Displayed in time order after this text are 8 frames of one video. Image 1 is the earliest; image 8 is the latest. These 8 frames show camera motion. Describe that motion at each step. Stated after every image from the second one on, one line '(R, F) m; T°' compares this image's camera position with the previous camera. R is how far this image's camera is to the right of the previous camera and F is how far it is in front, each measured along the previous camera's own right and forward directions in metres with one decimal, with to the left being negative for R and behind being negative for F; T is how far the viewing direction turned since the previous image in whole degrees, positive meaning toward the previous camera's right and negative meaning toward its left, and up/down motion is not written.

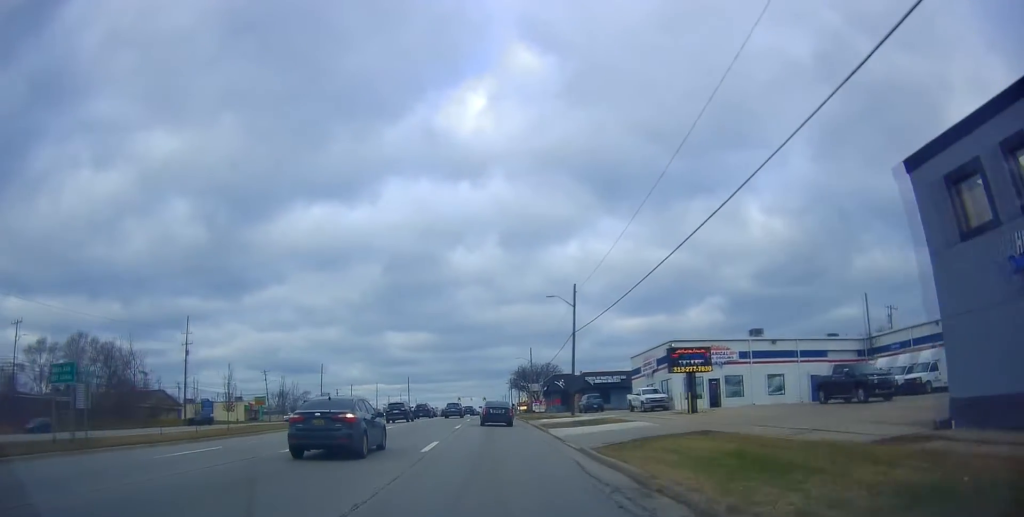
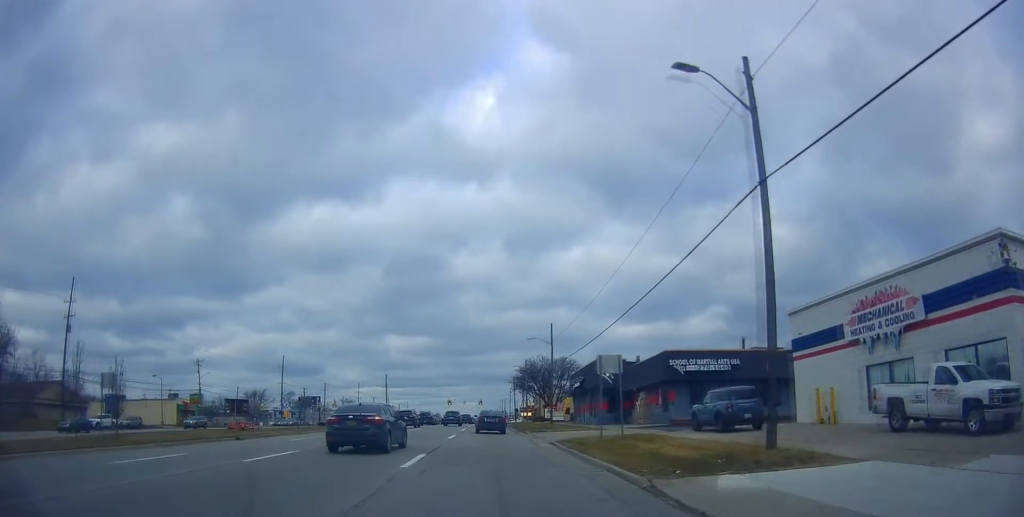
(-0.7, +33.1) m; -1°
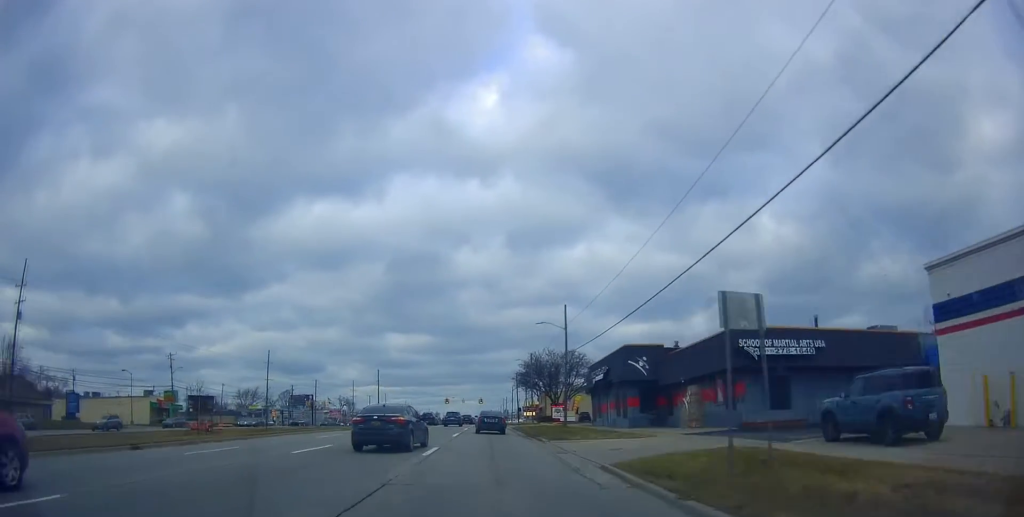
(+0.3, +10.6) m; 0°
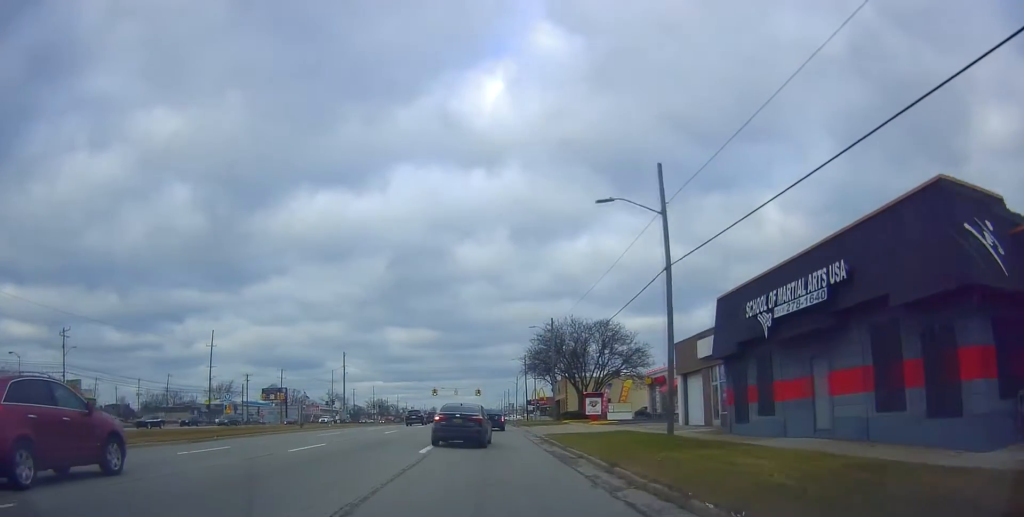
(-0.2, +29.6) m; +1°
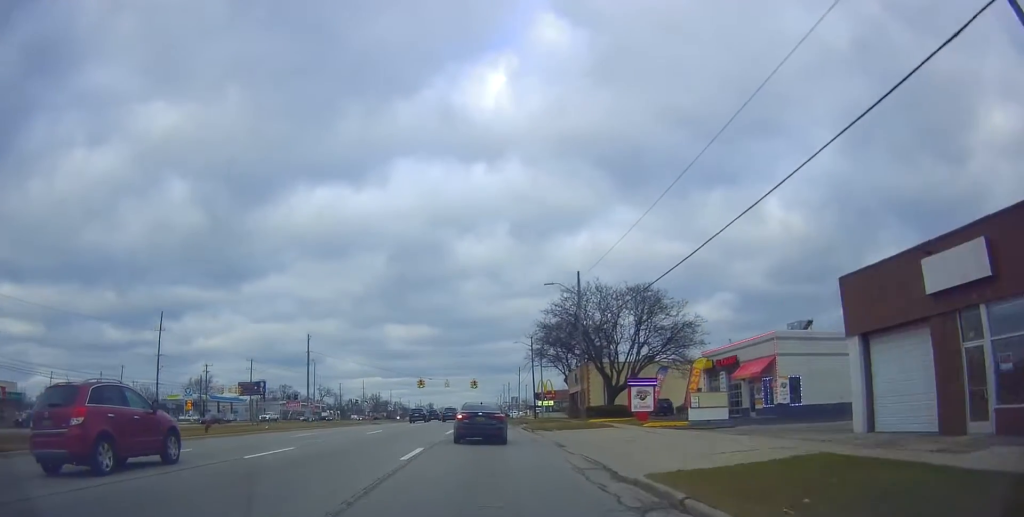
(+0.6, +18.5) m; +2°
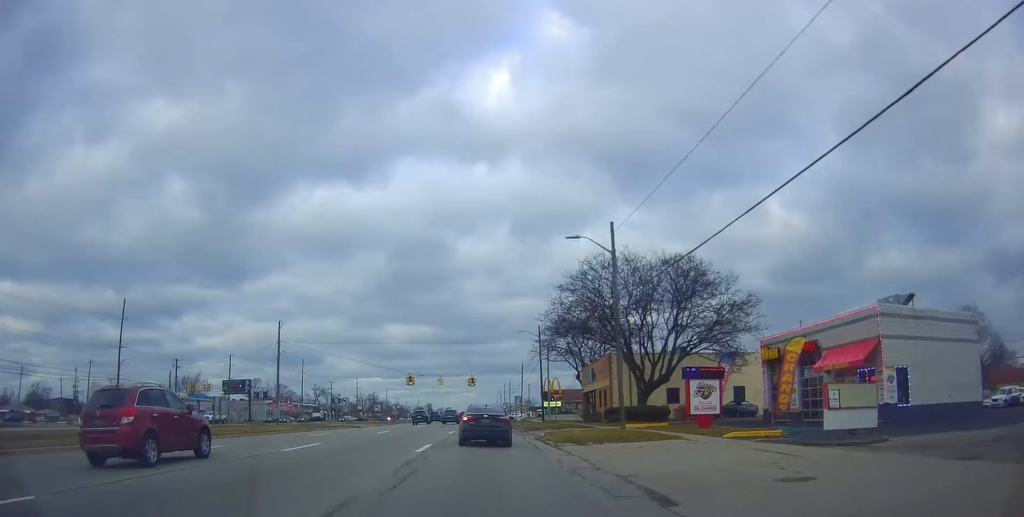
(+0.1, +11.1) m; -1°
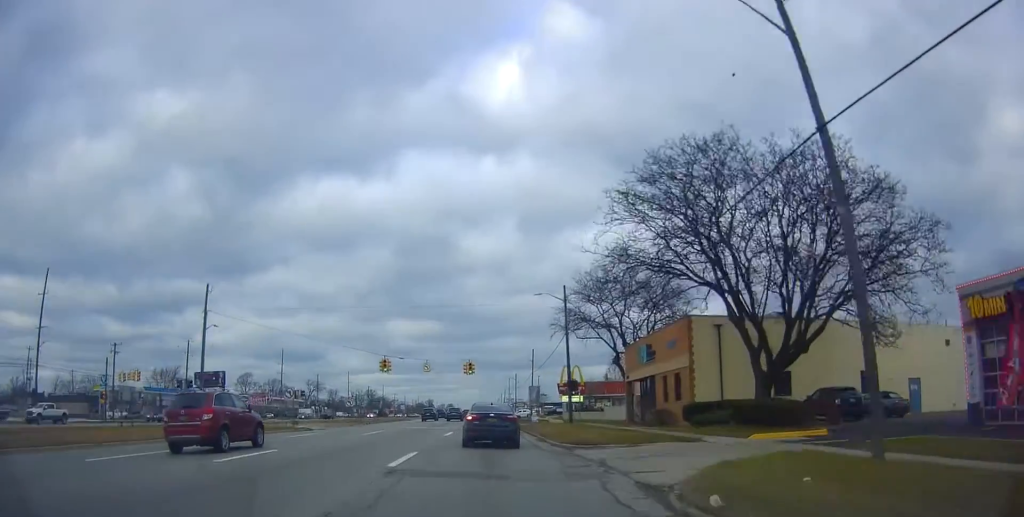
(-0.4, +18.2) m; 0°
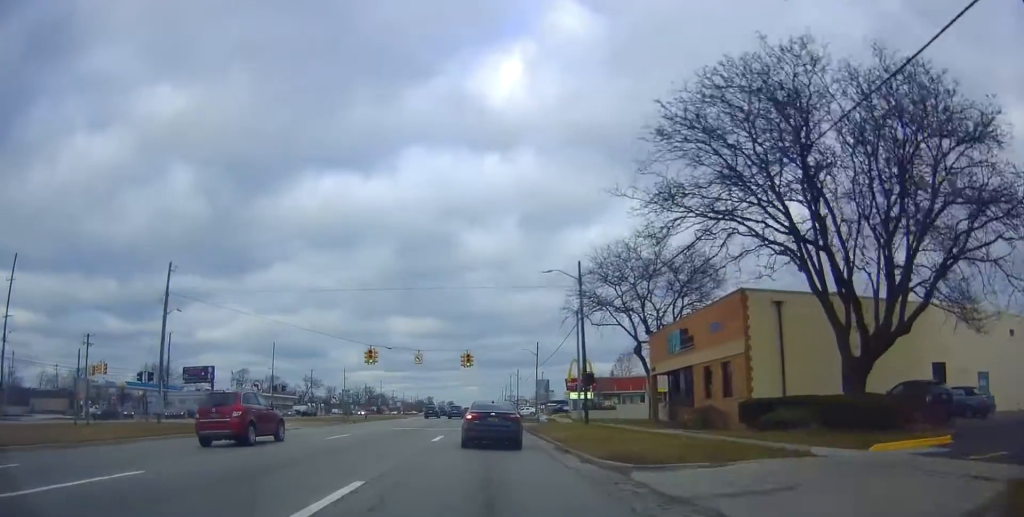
(+0.1, +6.0) m; +1°
